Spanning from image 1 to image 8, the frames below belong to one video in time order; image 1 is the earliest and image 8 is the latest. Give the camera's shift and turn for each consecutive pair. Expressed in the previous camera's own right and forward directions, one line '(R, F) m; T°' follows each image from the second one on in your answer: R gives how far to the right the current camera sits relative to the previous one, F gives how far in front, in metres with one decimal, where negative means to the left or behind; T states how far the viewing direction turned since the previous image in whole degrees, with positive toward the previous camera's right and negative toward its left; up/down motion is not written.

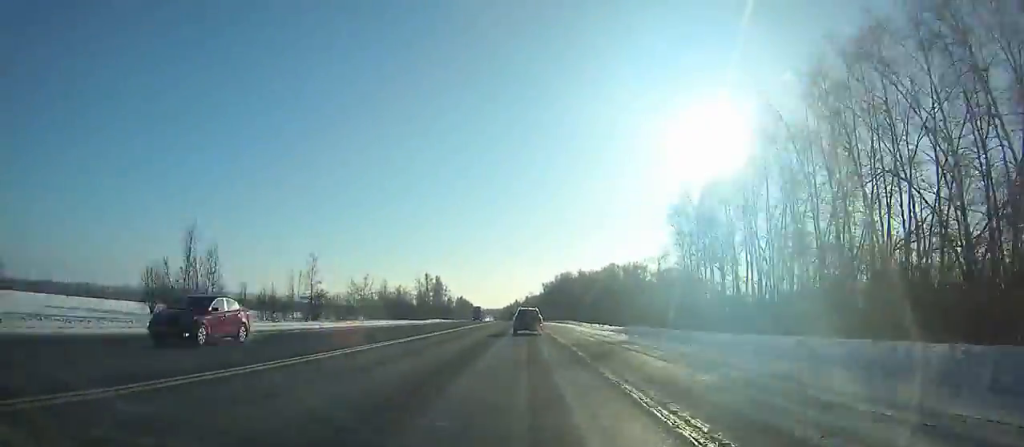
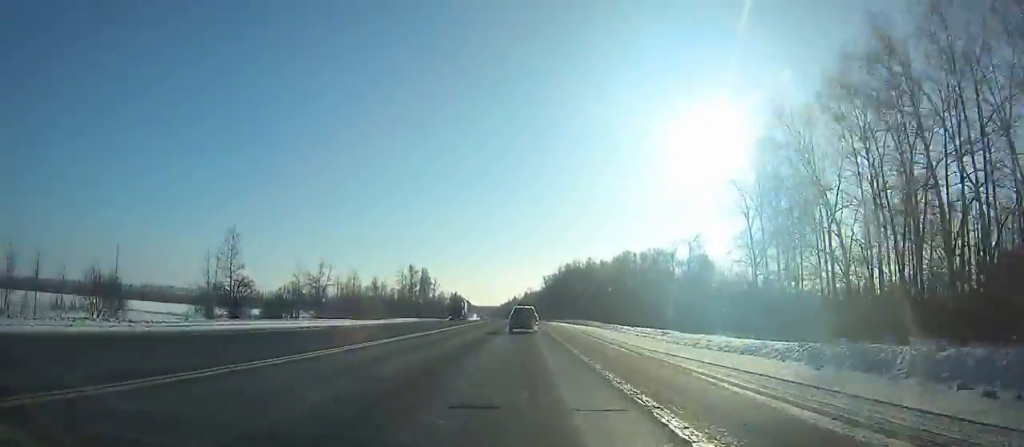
(0.0, +31.2) m; 0°
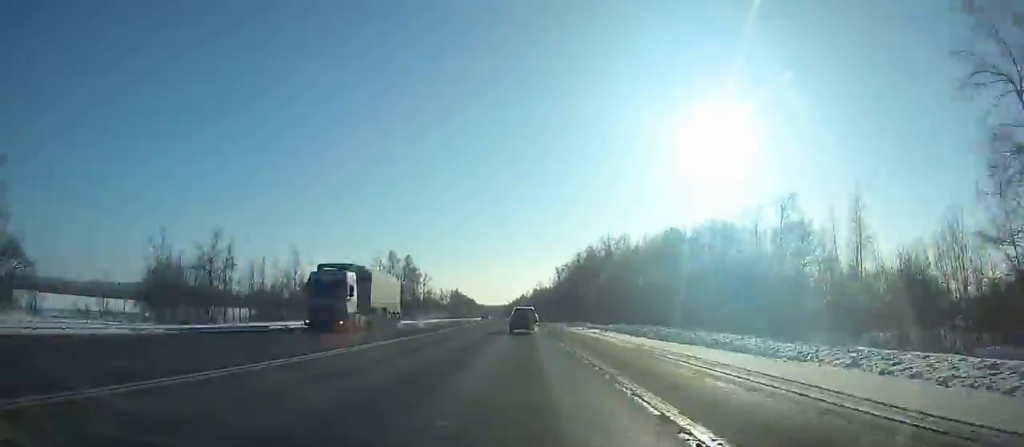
(-0.1, +43.3) m; -1°
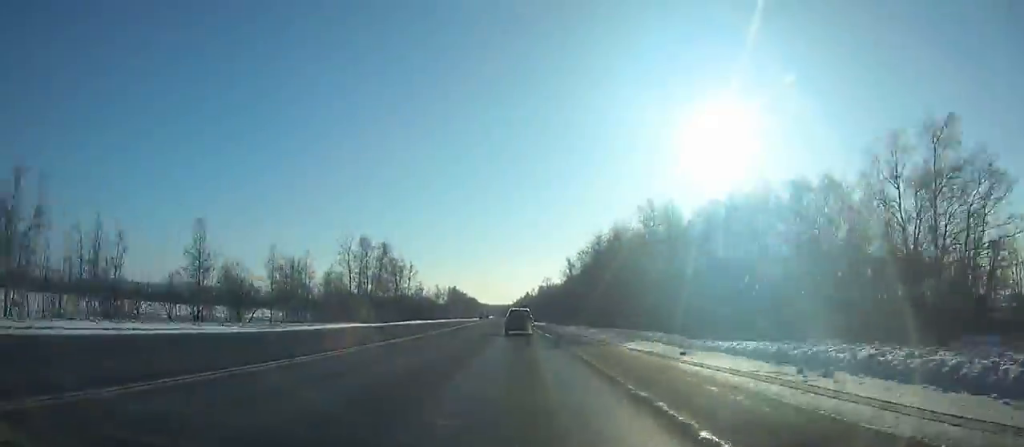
(+0.1, +33.8) m; -1°
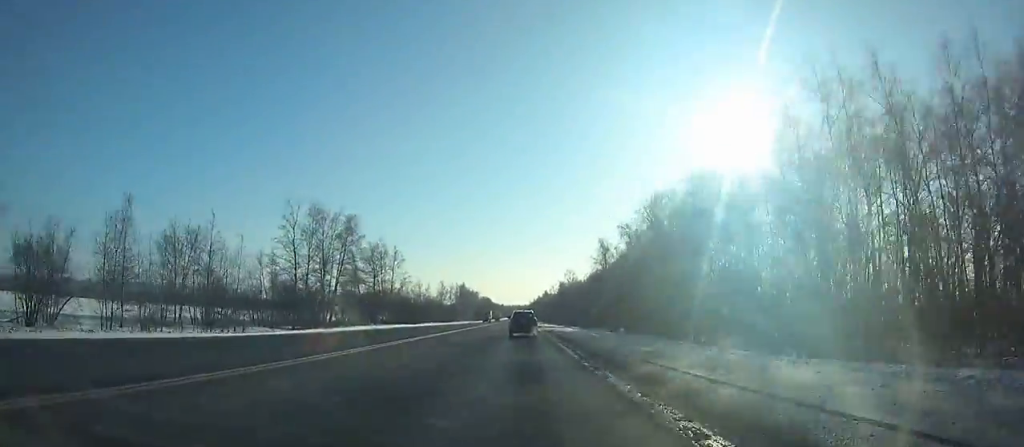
(-0.5, +41.3) m; -1°
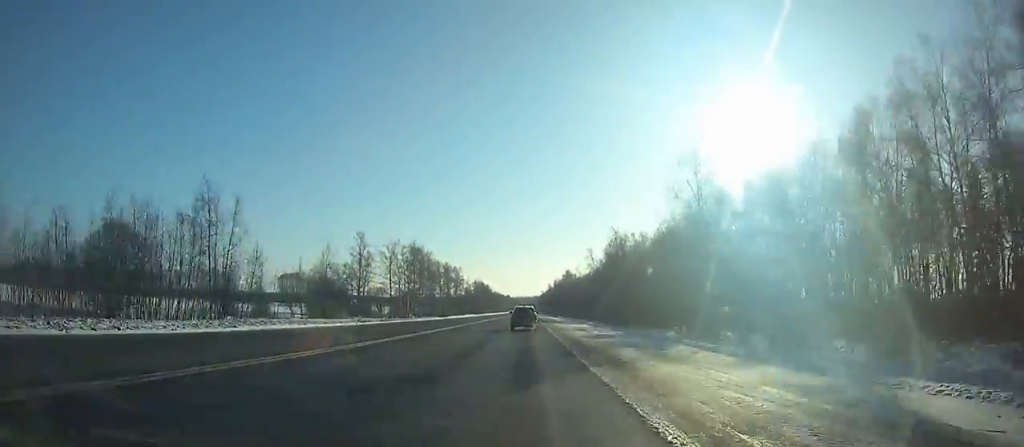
(-2.6, +147.2) m; -1°
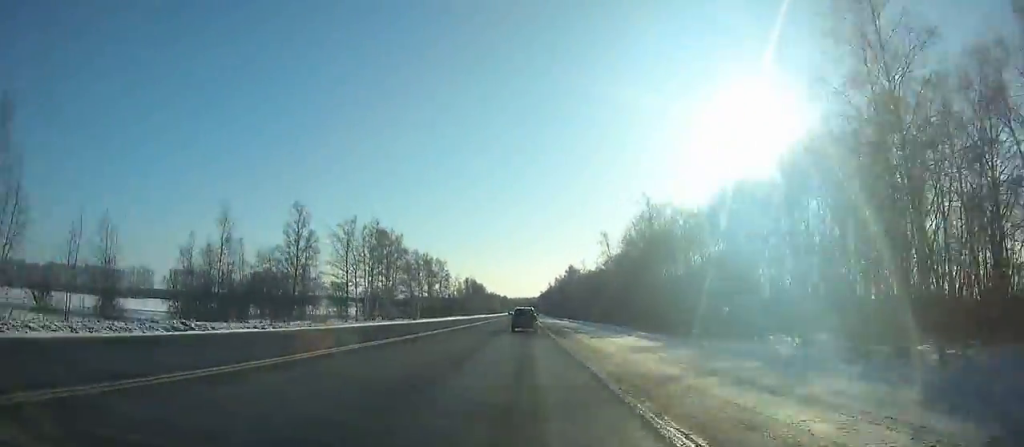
(+0.1, +34.8) m; 0°
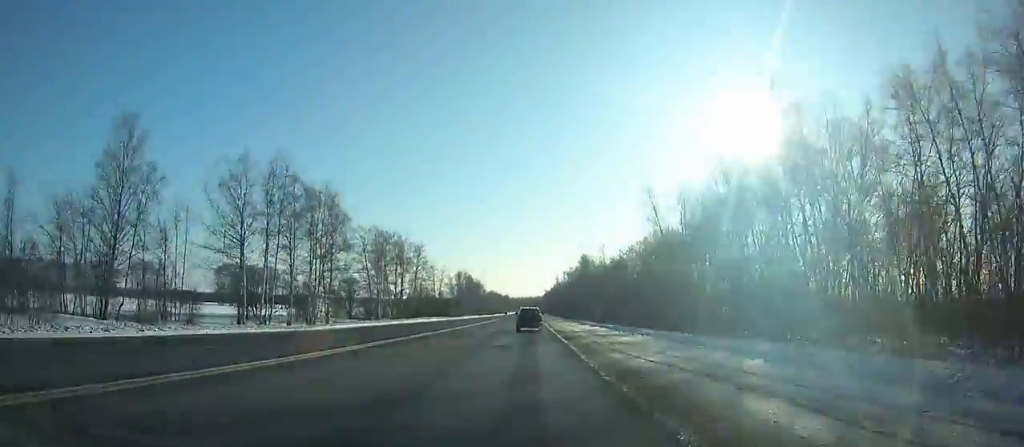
(-0.1, +45.1) m; 0°
